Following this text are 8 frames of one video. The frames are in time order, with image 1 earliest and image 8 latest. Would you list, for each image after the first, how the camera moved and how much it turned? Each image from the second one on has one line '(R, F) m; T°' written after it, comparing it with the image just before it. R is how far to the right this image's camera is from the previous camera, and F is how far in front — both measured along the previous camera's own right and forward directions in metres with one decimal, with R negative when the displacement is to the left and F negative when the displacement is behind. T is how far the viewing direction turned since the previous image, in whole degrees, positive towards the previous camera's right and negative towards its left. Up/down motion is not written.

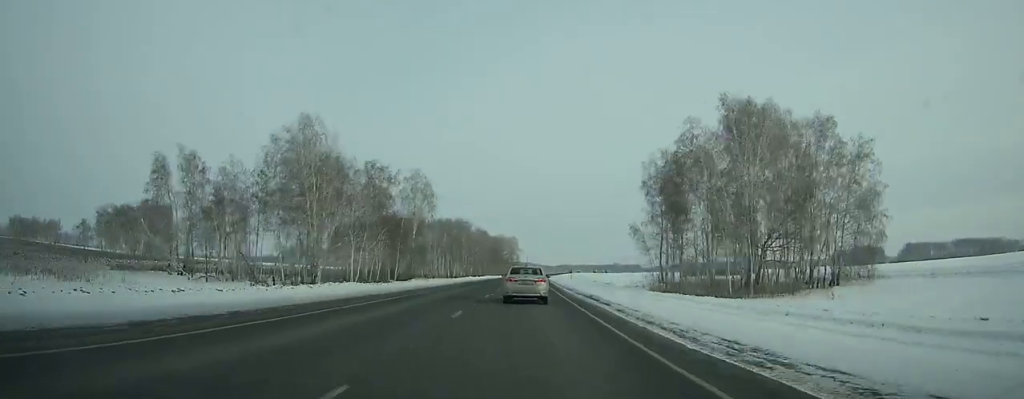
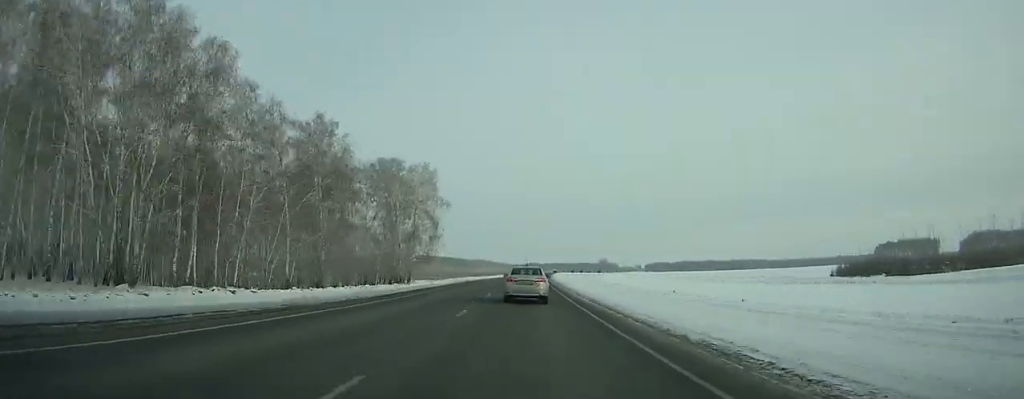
(+6.7, +204.4) m; +4°
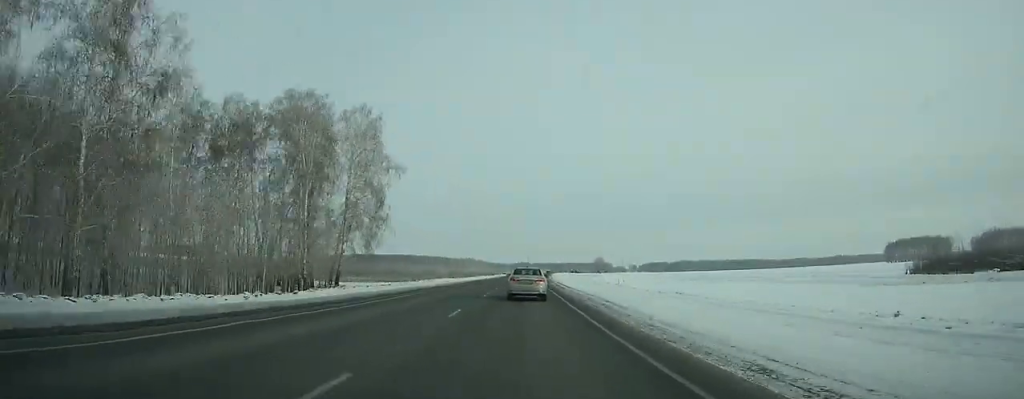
(+0.1, +36.2) m; +1°
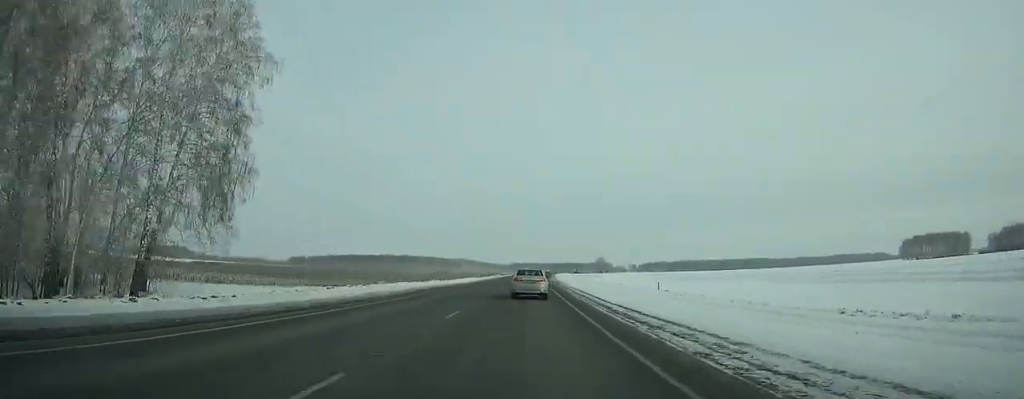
(+0.3, +36.5) m; +1°
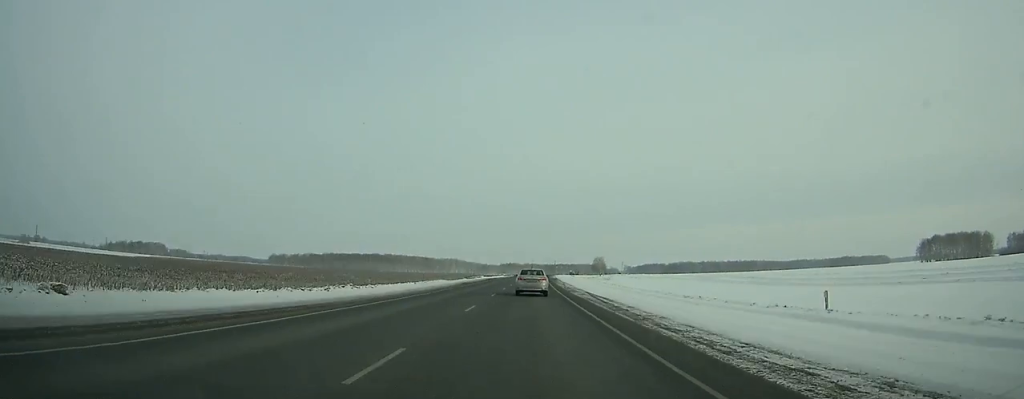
(0.0, +46.3) m; +1°
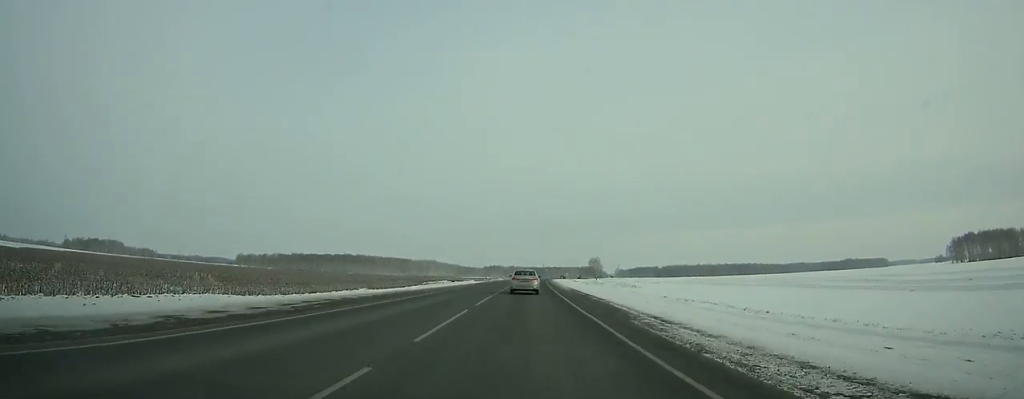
(+1.3, +69.2) m; +2°
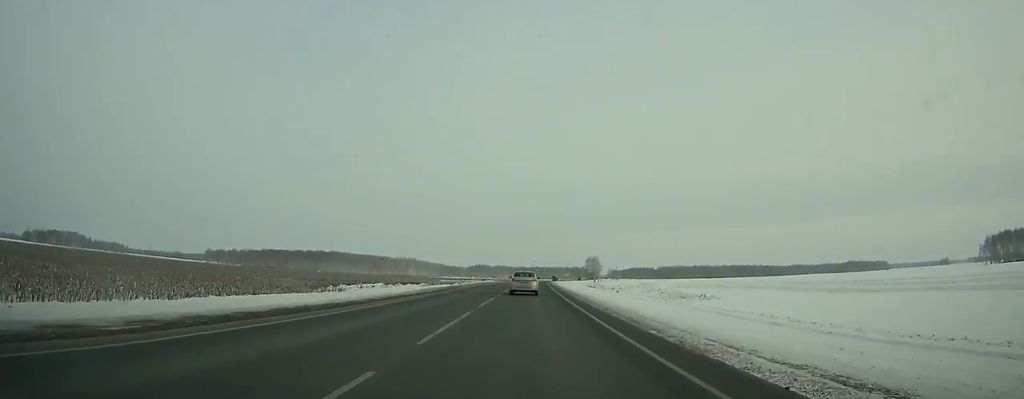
(+0.8, +59.8) m; +1°
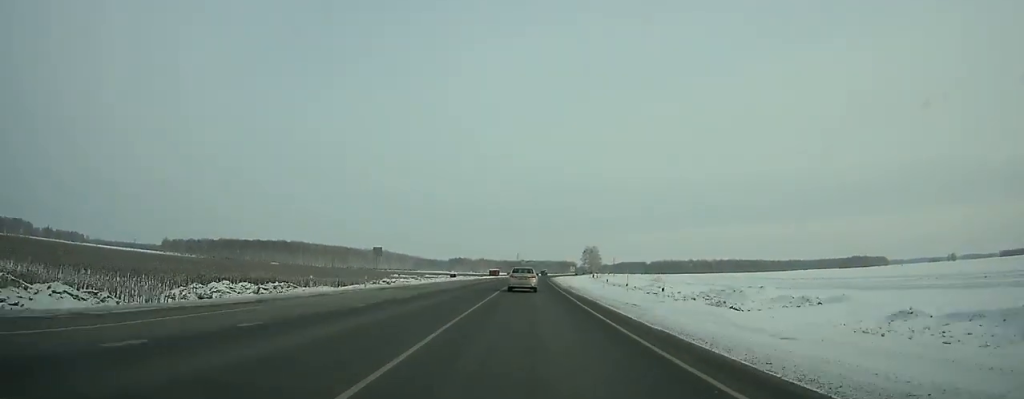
(+0.7, +72.1) m; +1°
